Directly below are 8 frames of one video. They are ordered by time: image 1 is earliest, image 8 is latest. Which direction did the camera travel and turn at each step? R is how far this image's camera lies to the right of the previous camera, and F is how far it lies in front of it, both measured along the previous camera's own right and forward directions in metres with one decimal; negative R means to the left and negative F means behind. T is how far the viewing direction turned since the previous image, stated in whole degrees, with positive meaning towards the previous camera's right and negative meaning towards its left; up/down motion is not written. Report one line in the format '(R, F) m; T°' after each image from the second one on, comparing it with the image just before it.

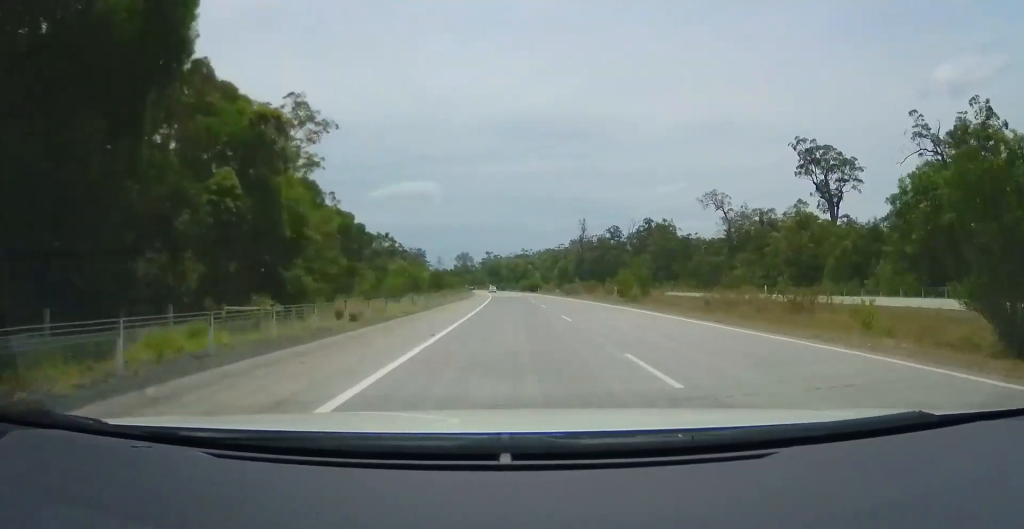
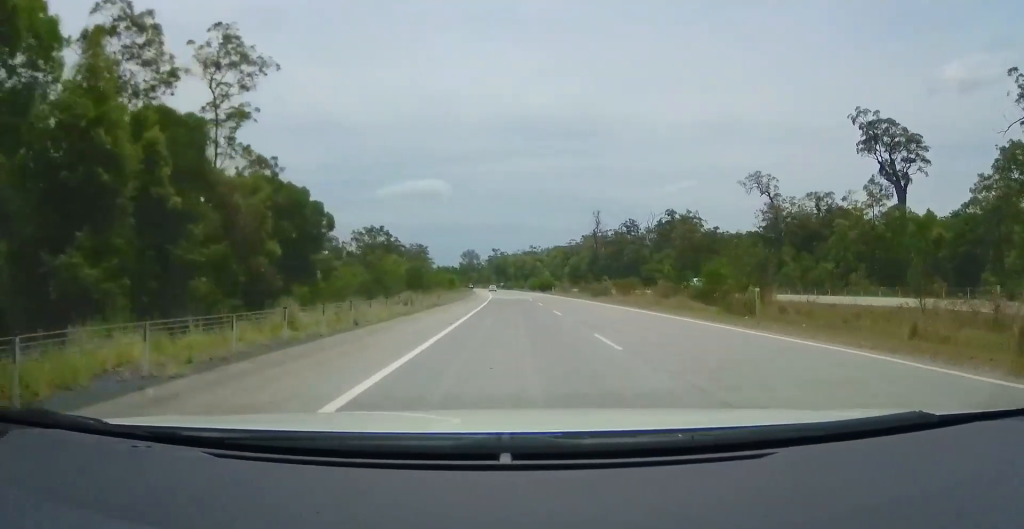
(-0.1, +20.5) m; -1°
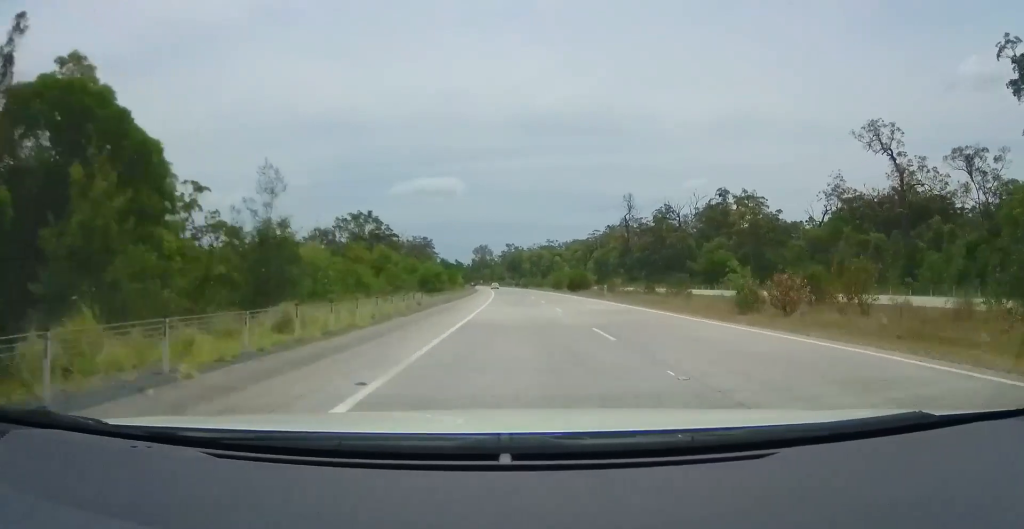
(-0.4, +33.9) m; -2°
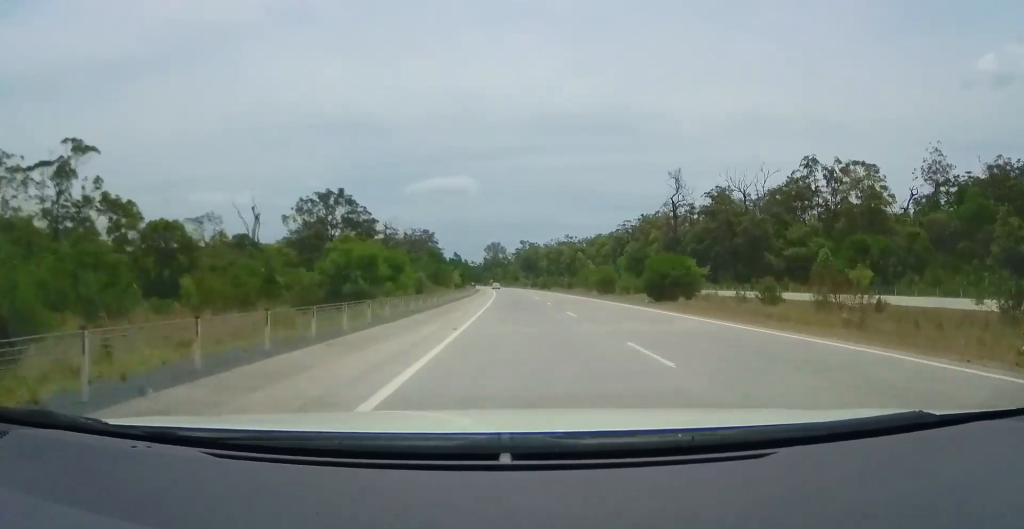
(-0.7, +40.3) m; -1°
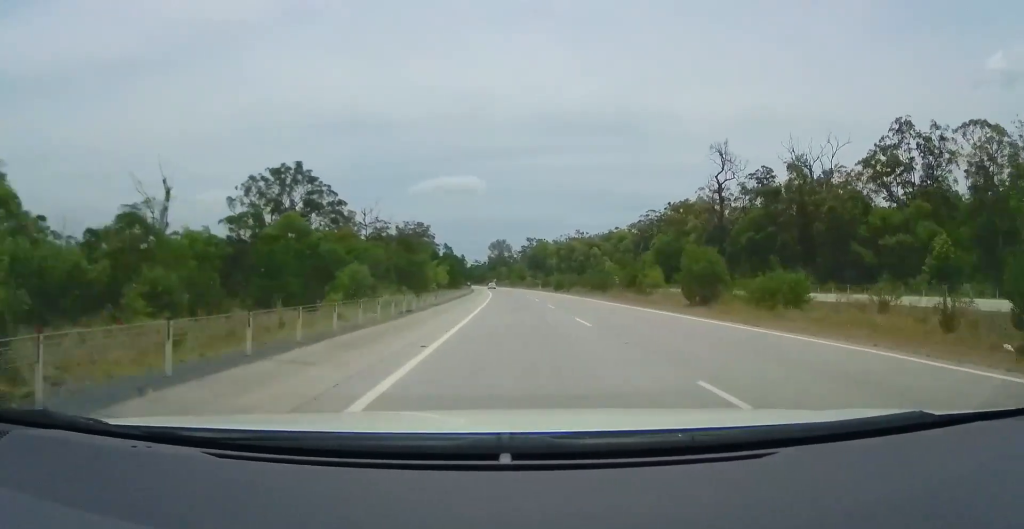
(0.0, +28.1) m; 0°
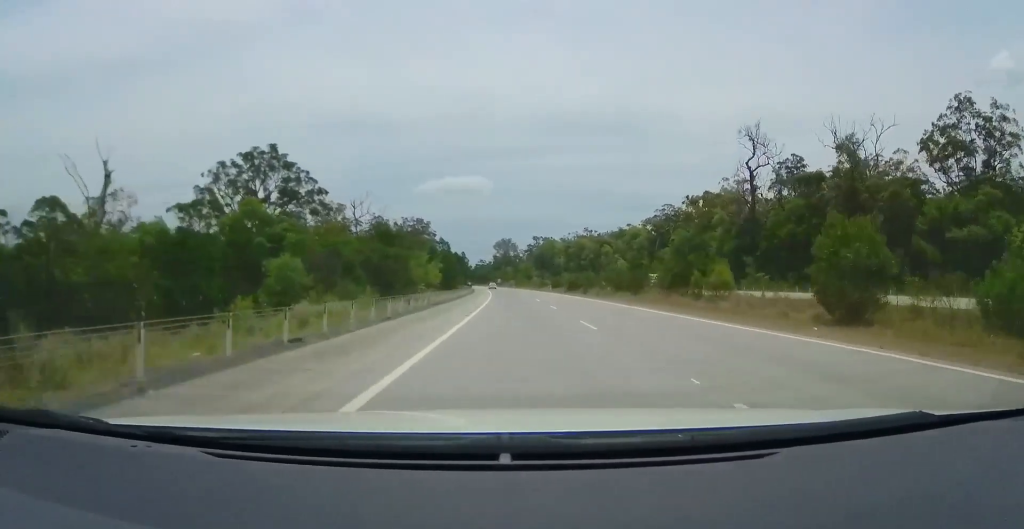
(0.0, +13.4) m; -1°
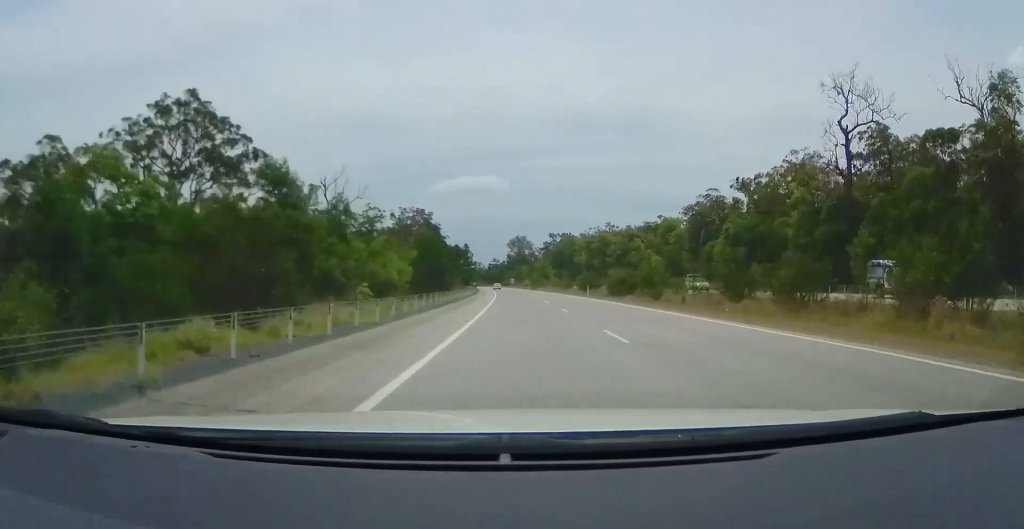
(-0.2, +26.7) m; -2°
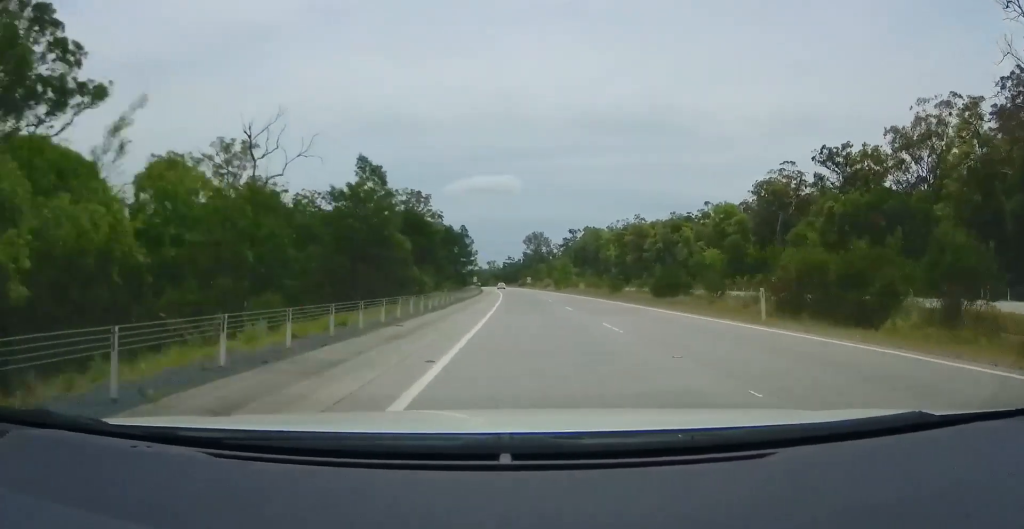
(-0.8, +34.0) m; -1°
